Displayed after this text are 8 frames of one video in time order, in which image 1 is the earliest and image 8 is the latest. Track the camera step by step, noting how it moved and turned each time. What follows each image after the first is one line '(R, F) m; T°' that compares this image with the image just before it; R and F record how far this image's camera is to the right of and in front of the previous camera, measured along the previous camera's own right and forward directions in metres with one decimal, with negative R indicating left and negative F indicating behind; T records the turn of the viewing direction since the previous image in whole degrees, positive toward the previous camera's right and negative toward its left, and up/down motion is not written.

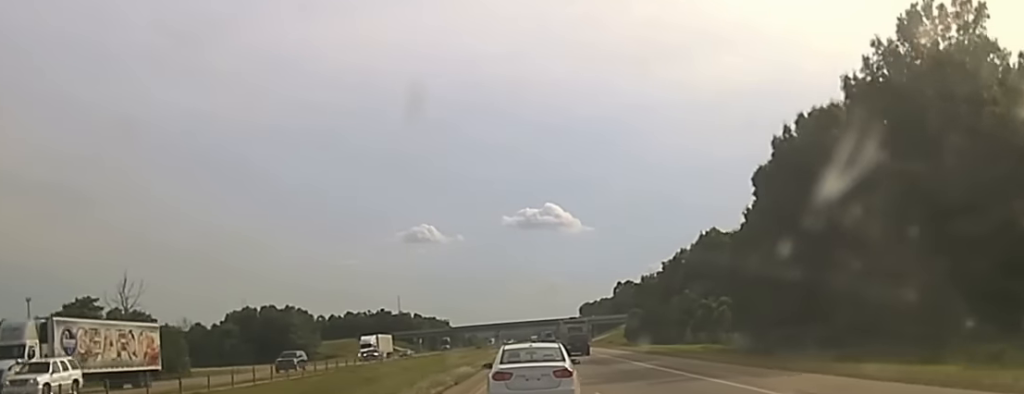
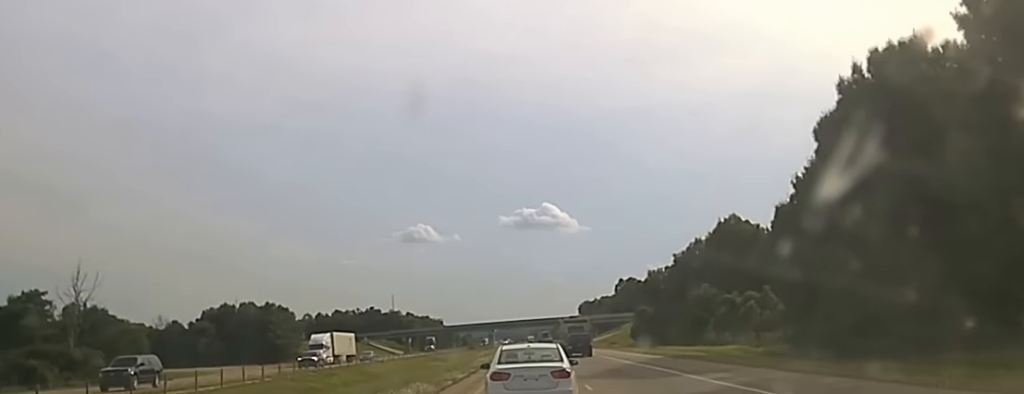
(+0.1, +16.0) m; 0°
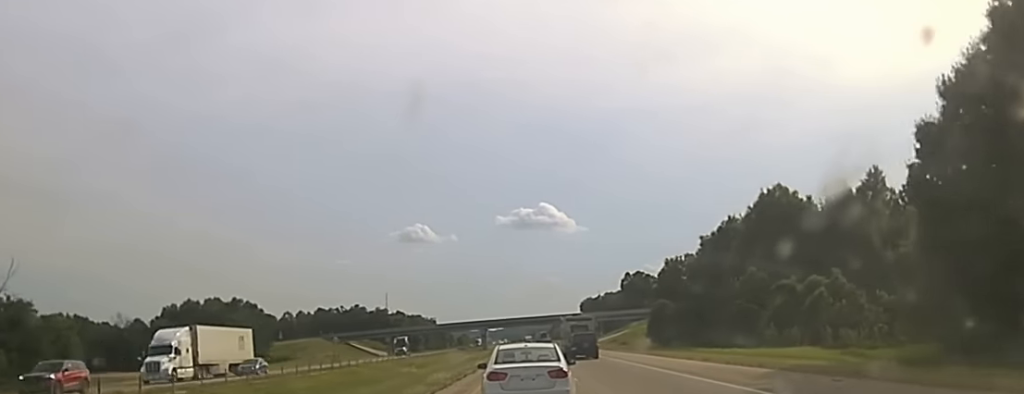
(+0.1, +26.4) m; 0°
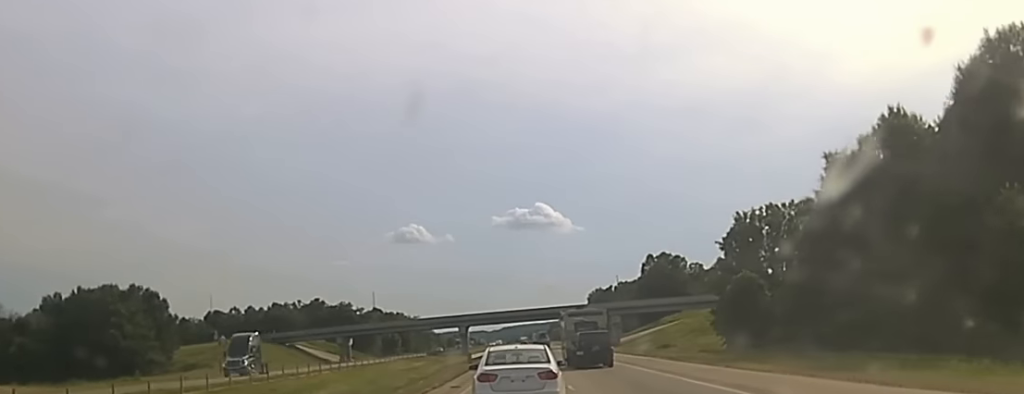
(-0.2, +70.8) m; 0°
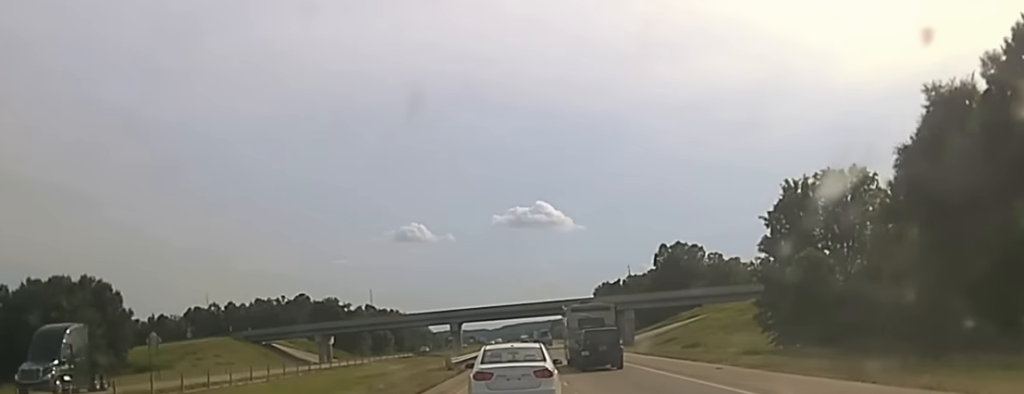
(+0.1, +26.7) m; 0°
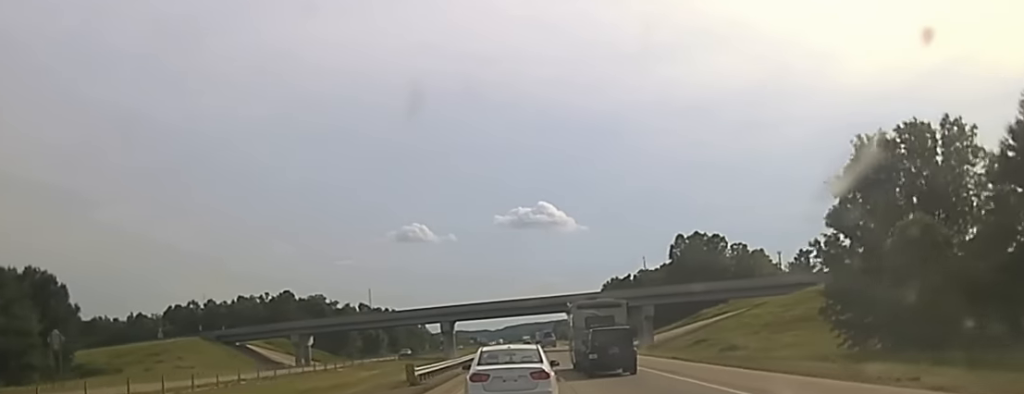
(0.0, +22.6) m; 0°
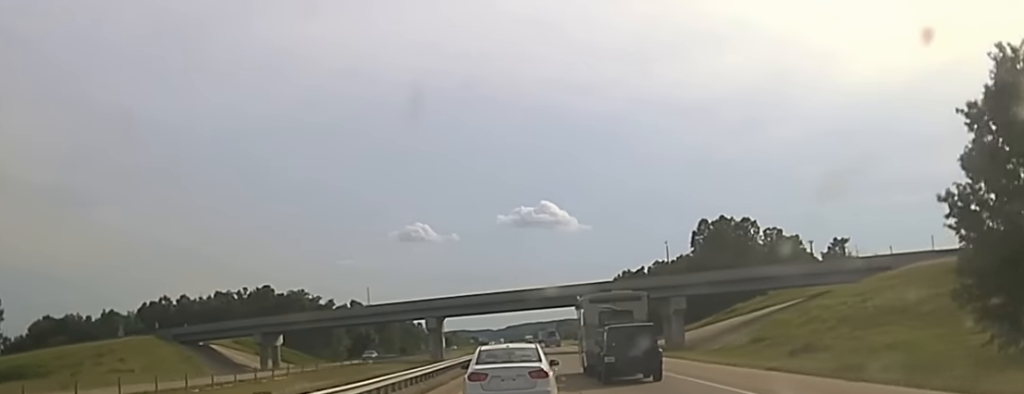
(0.0, +25.7) m; 0°
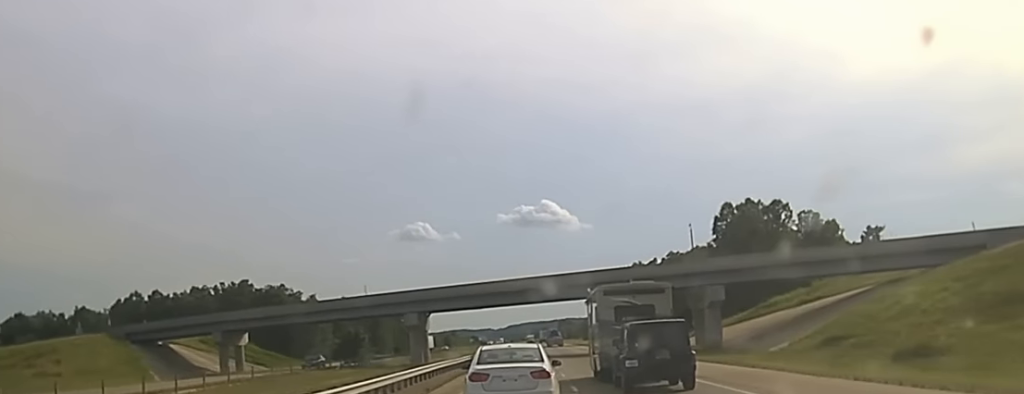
(0.0, +19.4) m; 0°
